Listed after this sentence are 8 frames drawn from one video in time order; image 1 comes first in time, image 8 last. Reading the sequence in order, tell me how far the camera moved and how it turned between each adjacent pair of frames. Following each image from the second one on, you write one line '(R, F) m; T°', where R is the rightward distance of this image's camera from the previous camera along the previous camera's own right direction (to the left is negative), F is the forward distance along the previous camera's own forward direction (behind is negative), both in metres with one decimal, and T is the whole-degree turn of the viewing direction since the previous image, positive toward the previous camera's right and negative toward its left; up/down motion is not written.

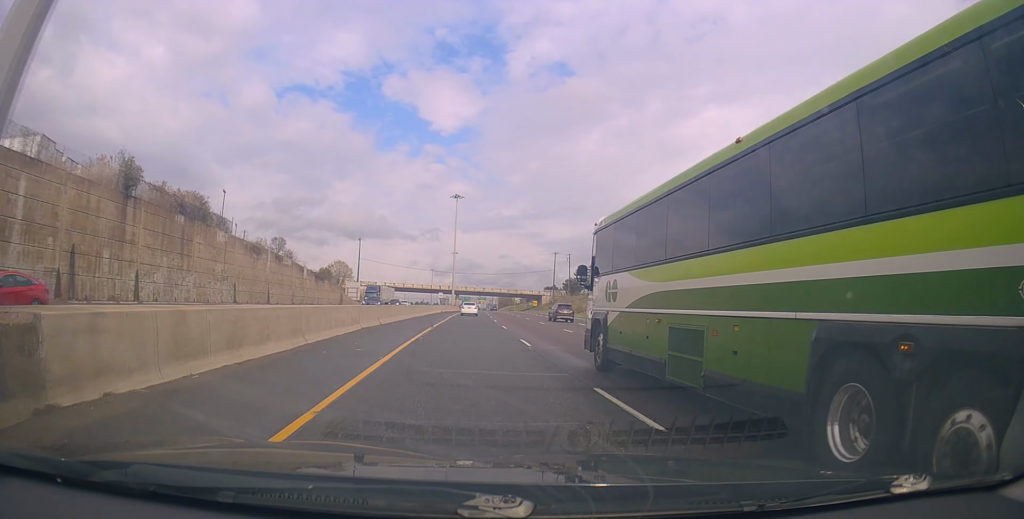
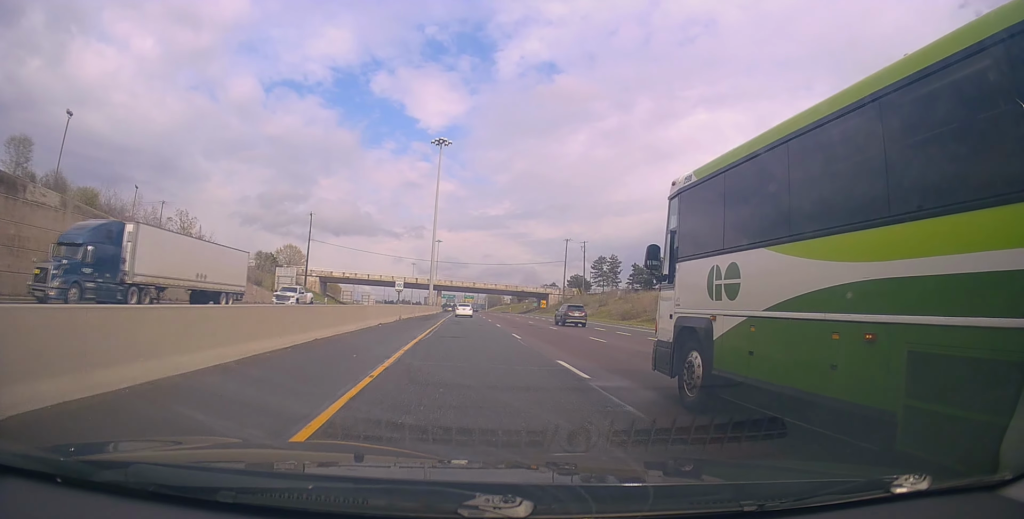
(+1.3, +44.5) m; +2°
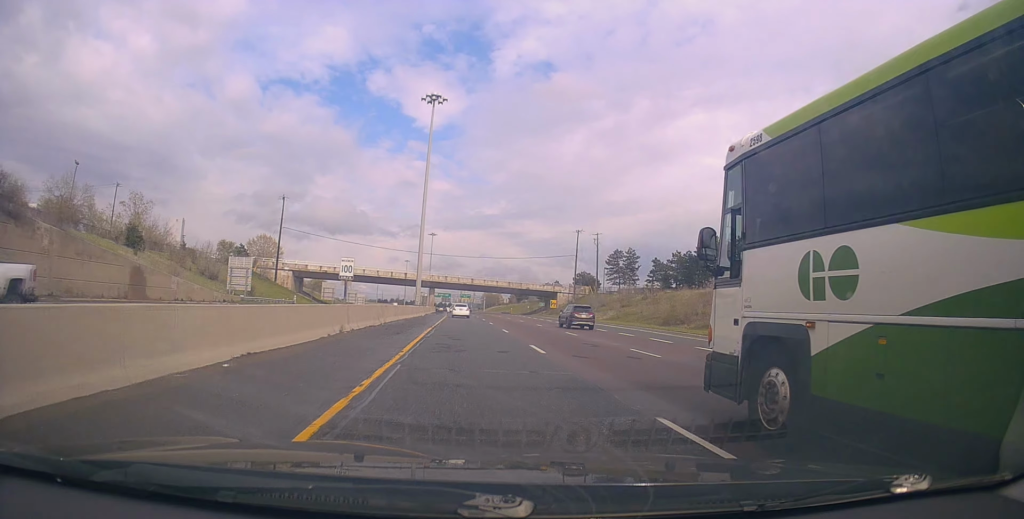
(-0.5, +18.6) m; +1°
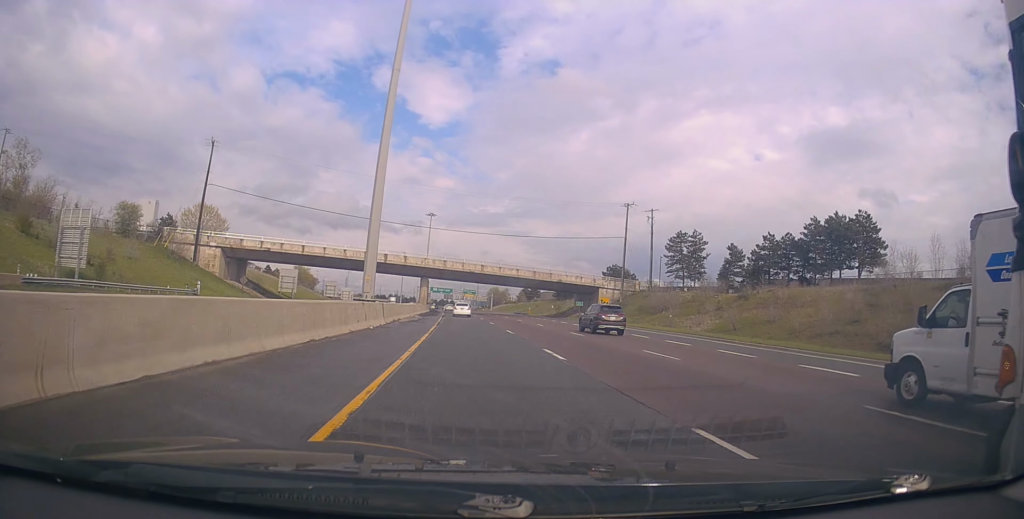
(+1.0, +37.5) m; +1°
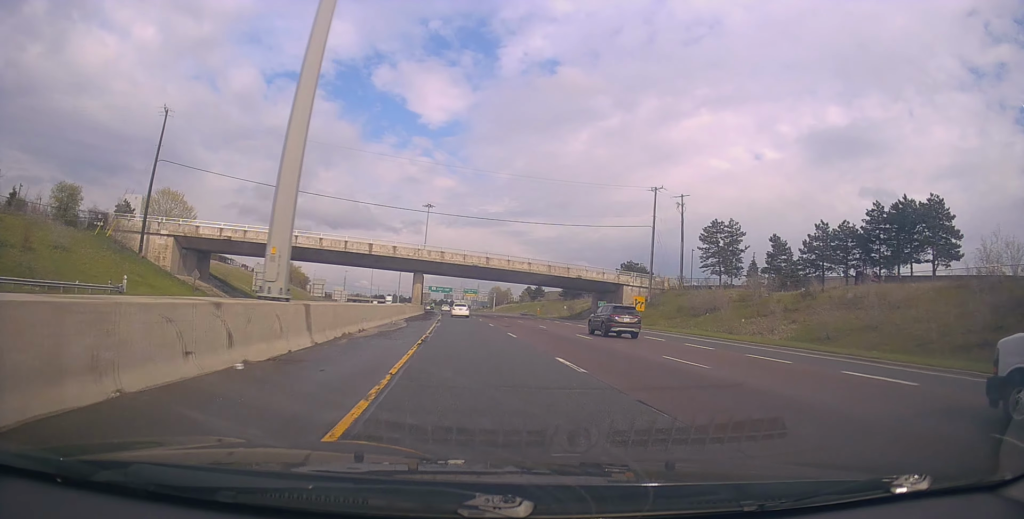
(-0.1, +14.9) m; -1°
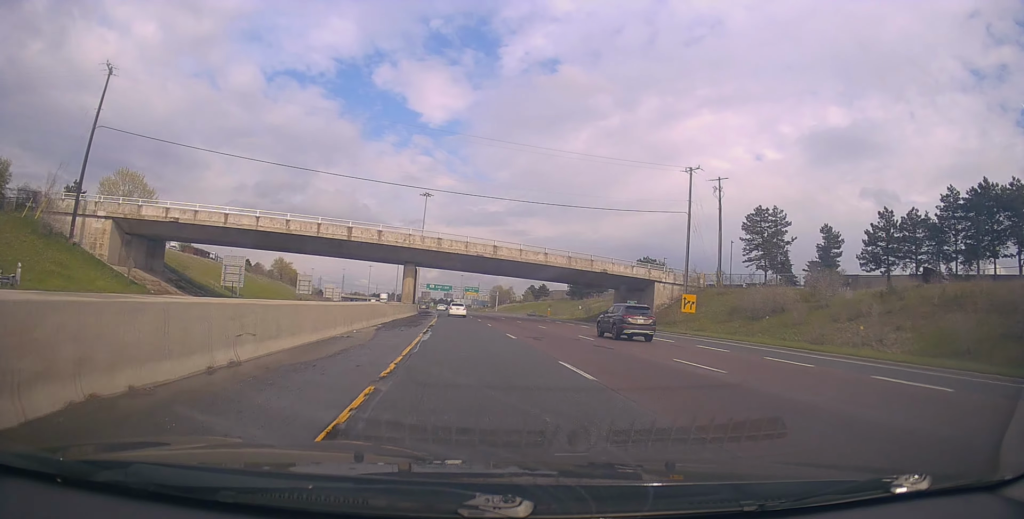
(-0.1, +13.4) m; -1°
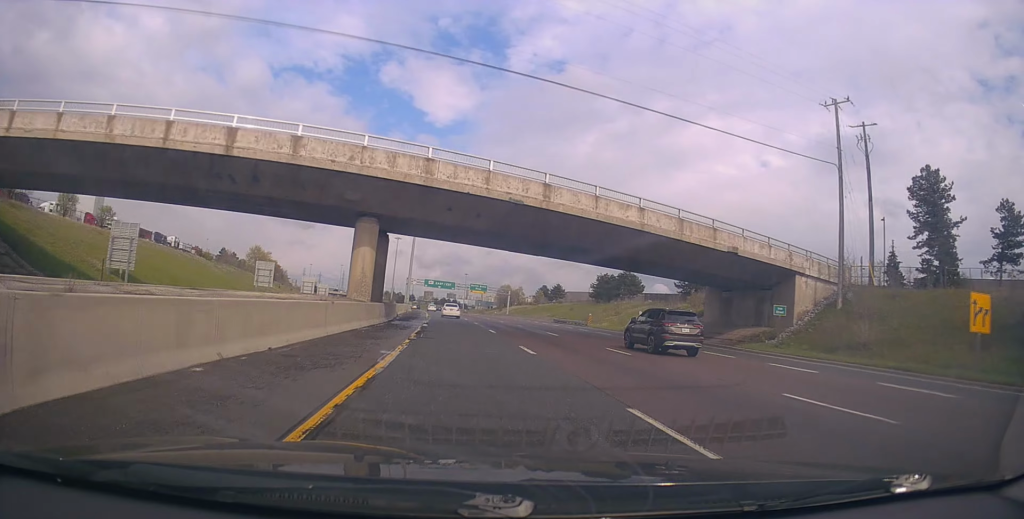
(-0.3, +30.7) m; 0°
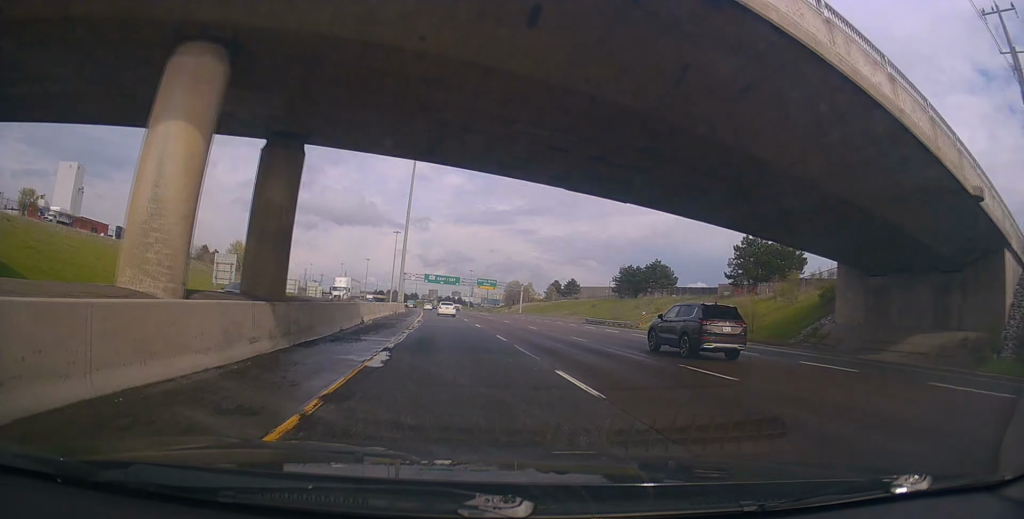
(+0.5, +19.6) m; -1°
